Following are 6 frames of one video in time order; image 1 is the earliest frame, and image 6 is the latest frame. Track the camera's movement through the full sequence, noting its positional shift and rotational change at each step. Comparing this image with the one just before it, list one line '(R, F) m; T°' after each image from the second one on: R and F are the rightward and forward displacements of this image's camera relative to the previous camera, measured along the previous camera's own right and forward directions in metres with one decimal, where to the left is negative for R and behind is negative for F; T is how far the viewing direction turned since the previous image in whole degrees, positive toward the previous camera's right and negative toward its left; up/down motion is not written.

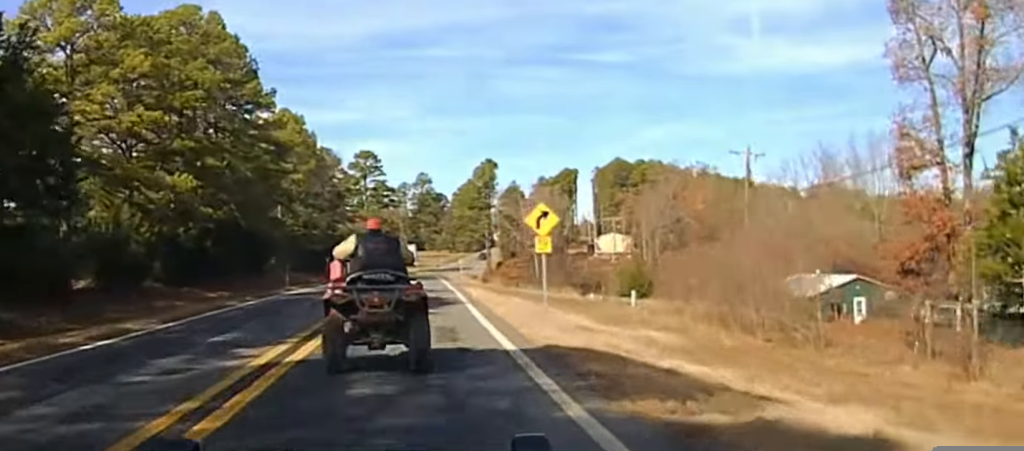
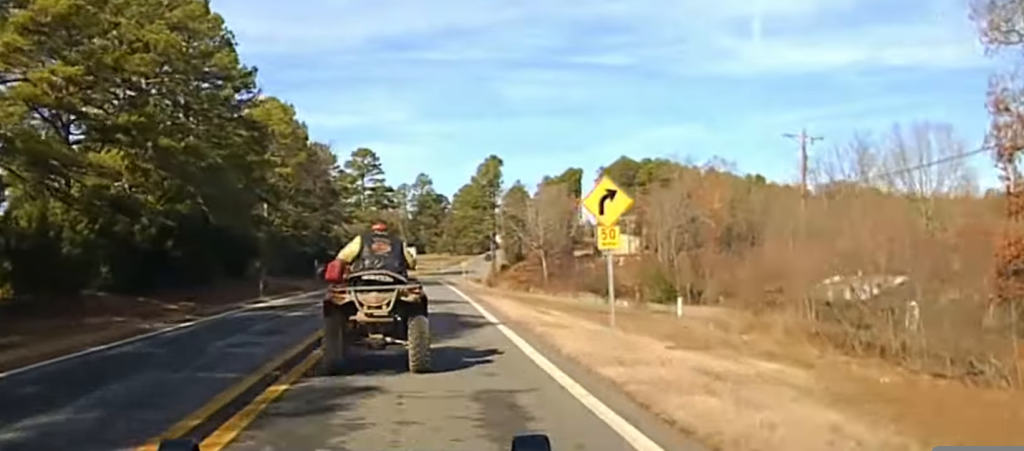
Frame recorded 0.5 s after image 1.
(0.0, +10.9) m; 0°
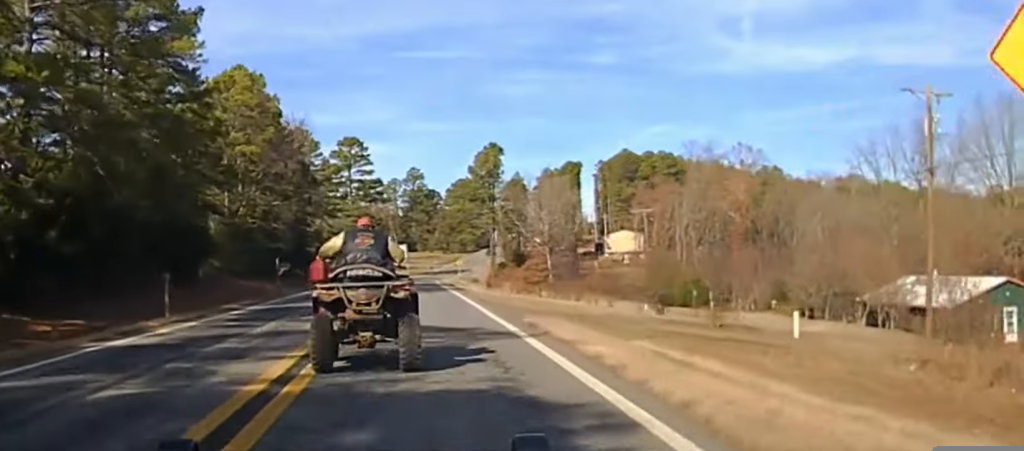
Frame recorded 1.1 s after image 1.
(0.0, +14.9) m; 0°
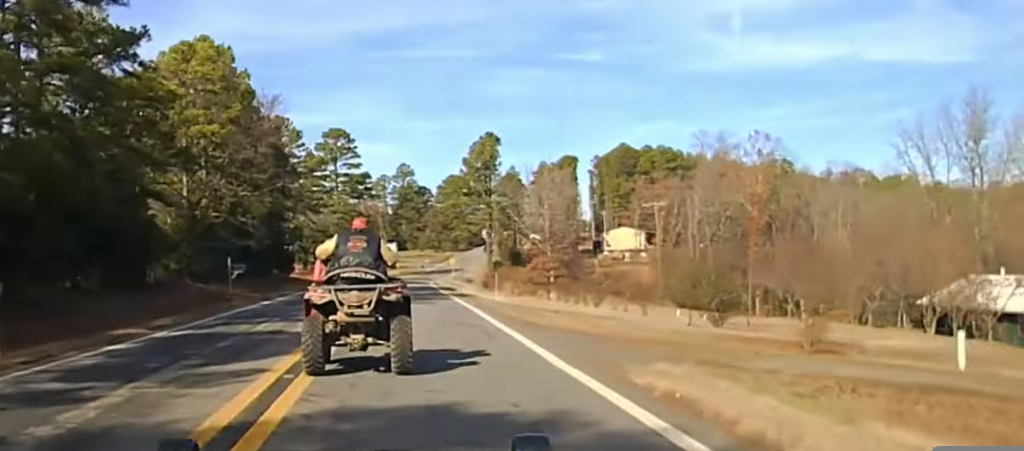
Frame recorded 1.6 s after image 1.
(0.0, +10.3) m; 0°
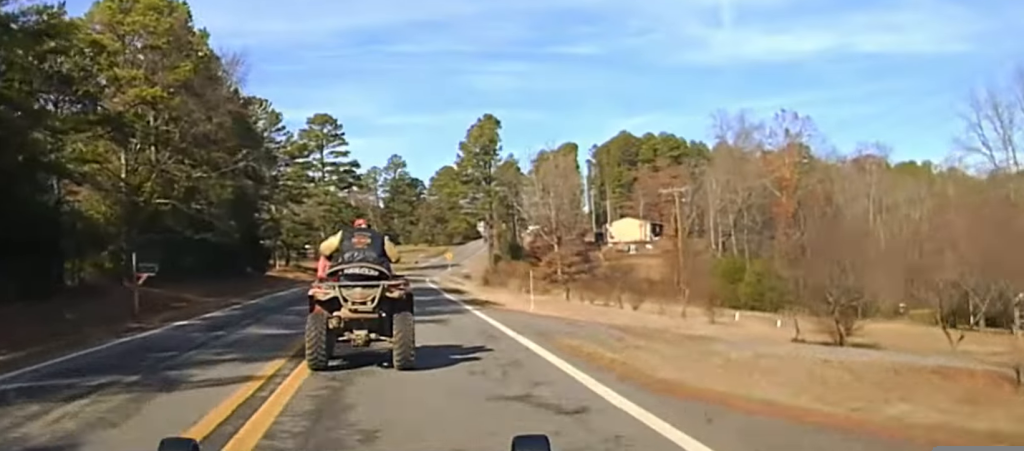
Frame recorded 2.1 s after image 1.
(0.0, +11.0) m; 0°
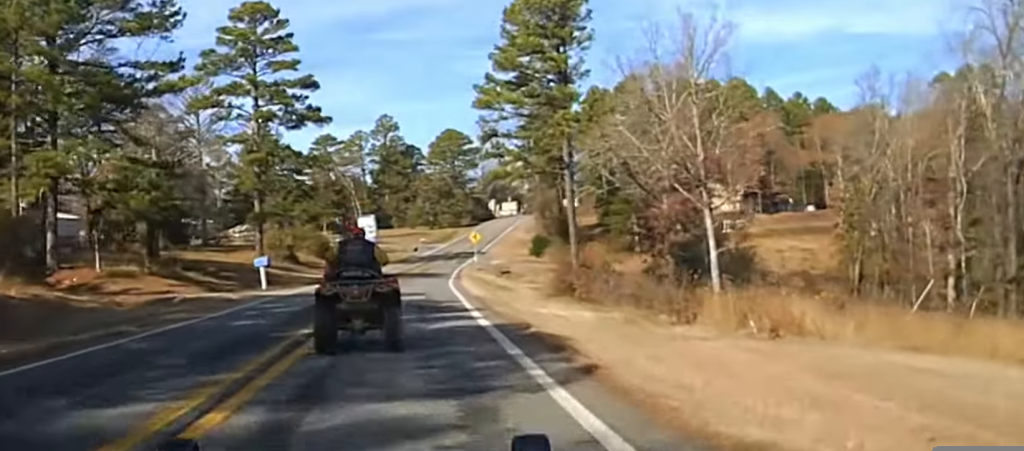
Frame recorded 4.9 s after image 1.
(+0.9, +57.8) m; +2°
